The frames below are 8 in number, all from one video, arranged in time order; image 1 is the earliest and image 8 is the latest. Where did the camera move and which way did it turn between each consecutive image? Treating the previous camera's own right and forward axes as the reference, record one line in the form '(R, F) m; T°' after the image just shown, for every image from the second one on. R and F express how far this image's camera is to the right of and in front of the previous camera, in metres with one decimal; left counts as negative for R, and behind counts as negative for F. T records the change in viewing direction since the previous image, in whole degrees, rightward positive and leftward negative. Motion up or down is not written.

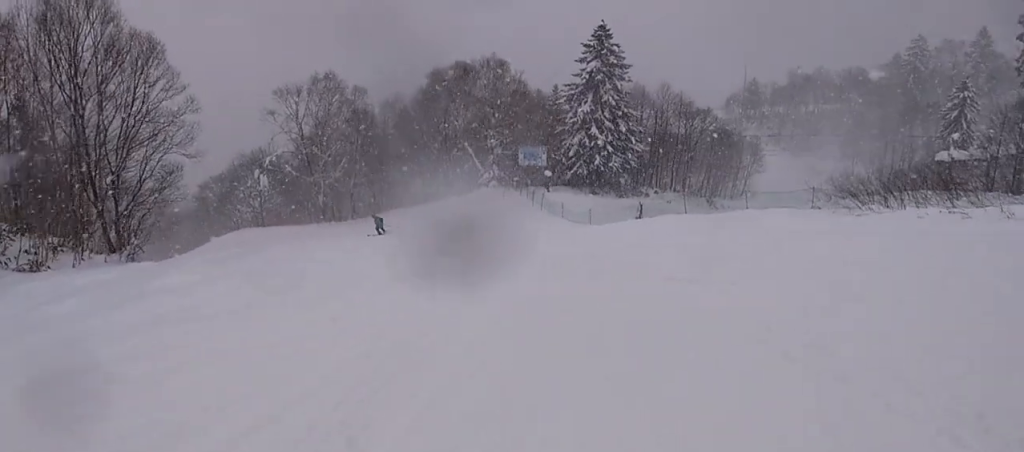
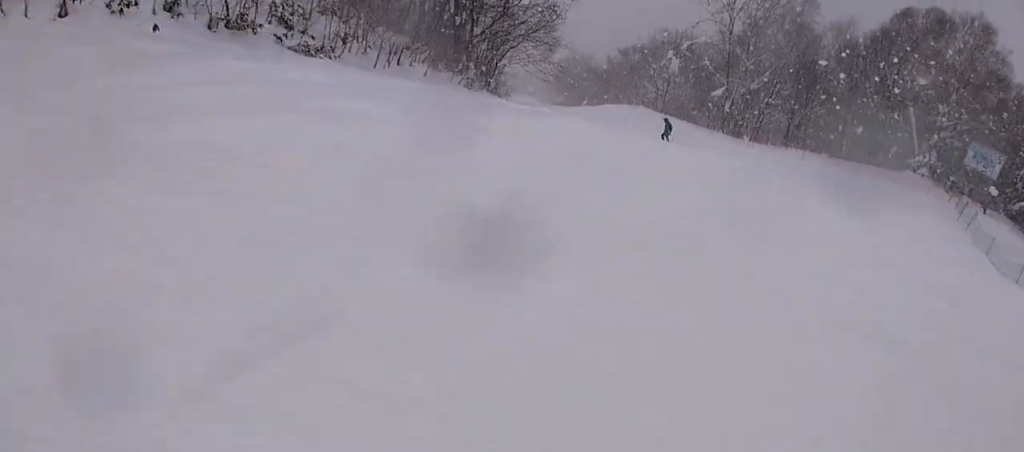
(0.0, +4.7) m; -25°
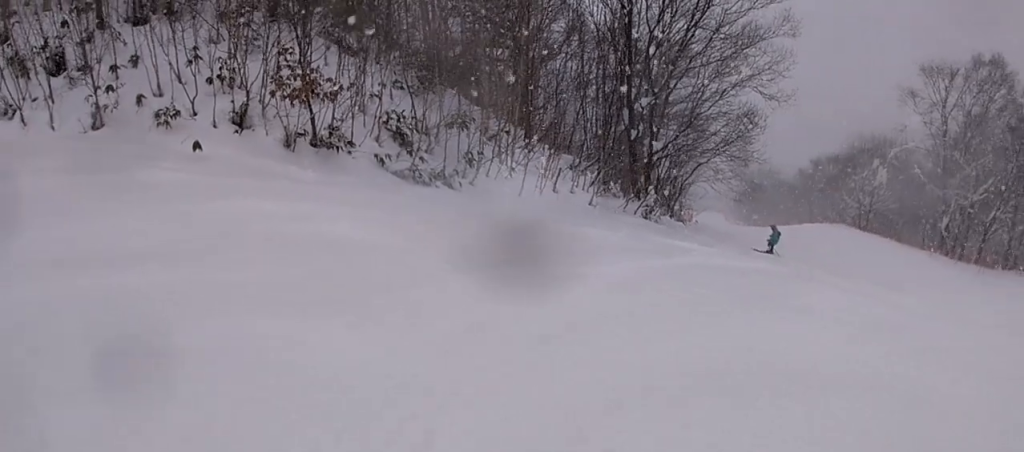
(-2.6, +5.3) m; -17°
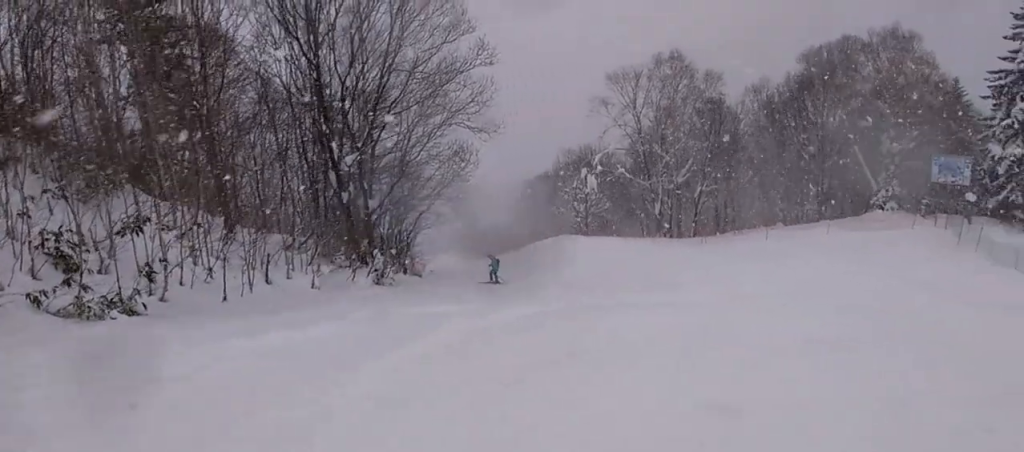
(+0.3, +2.2) m; +28°
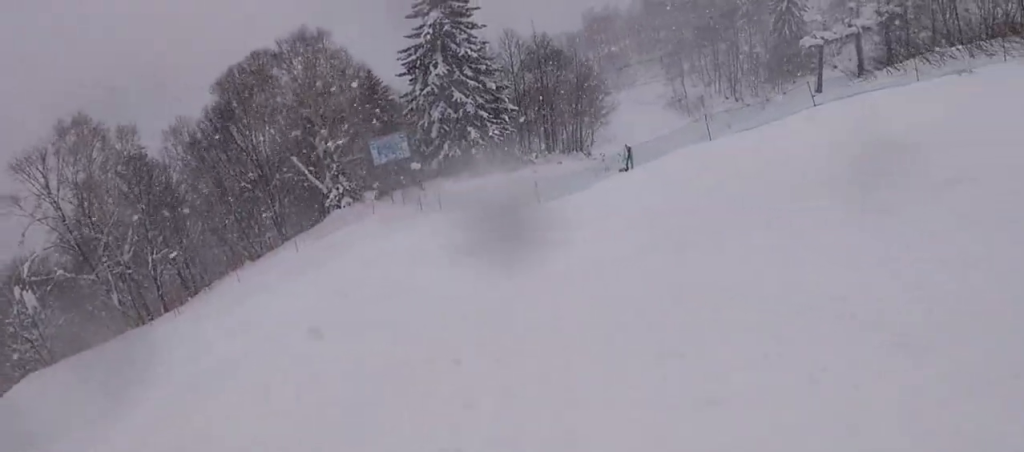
(+1.6, +2.8) m; +38°
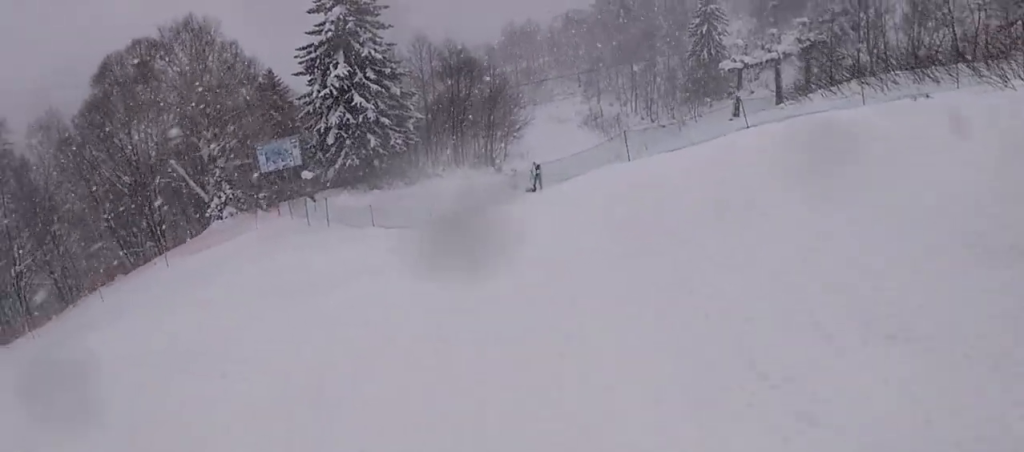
(+0.5, +3.4) m; -3°
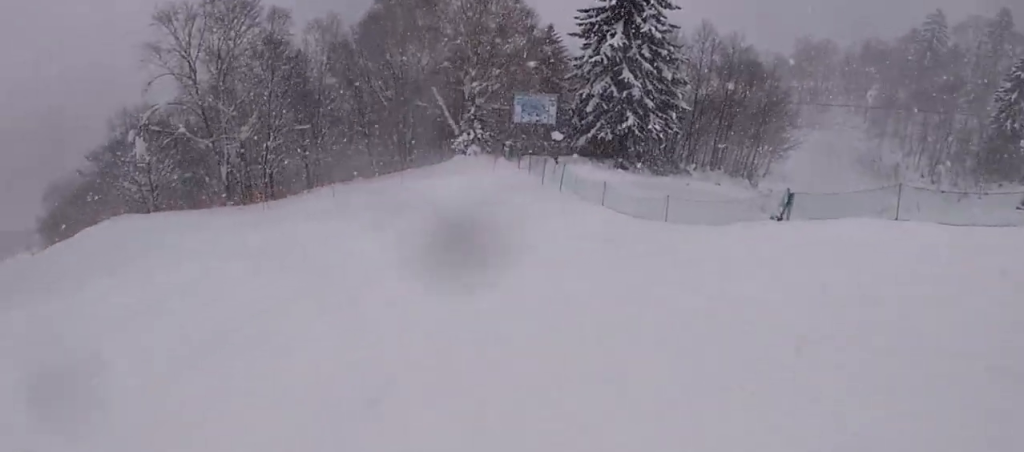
(+0.1, +1.7) m; -13°
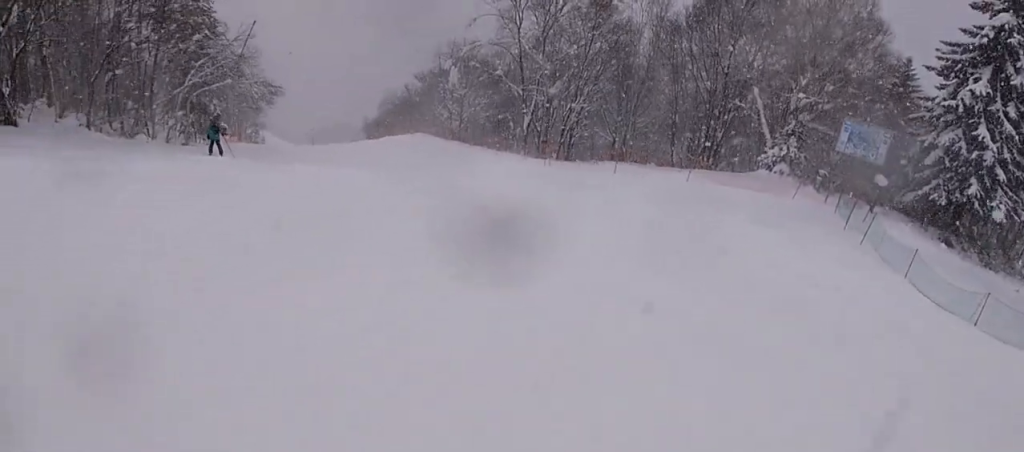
(-0.7, +2.9) m; -26°
